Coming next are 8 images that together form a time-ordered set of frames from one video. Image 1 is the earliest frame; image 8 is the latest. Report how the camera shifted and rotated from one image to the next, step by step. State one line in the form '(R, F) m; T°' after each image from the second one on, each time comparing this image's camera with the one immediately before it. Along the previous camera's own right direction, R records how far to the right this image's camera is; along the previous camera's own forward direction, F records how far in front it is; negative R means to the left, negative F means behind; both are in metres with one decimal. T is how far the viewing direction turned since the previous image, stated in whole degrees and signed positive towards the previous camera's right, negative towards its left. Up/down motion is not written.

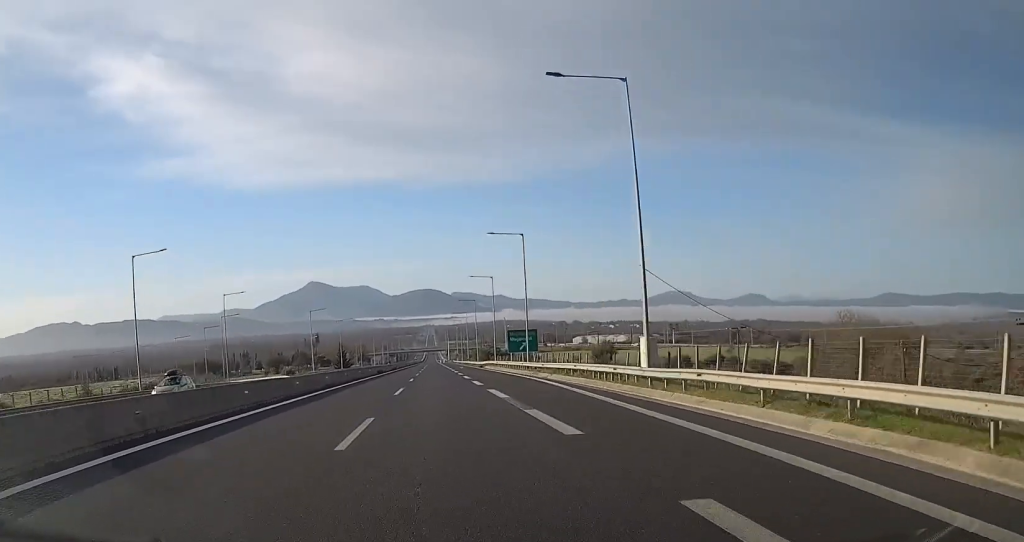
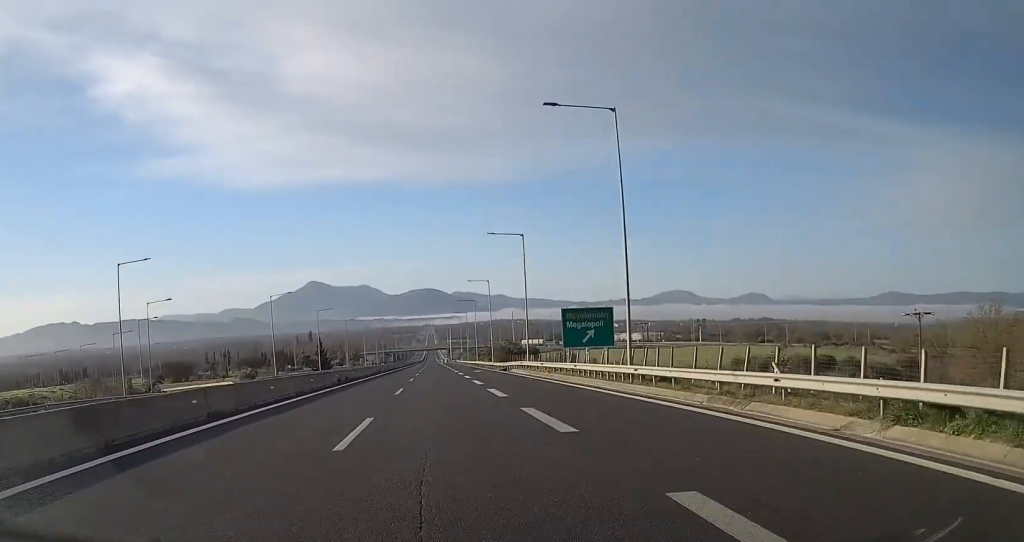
(-0.1, +35.9) m; 0°
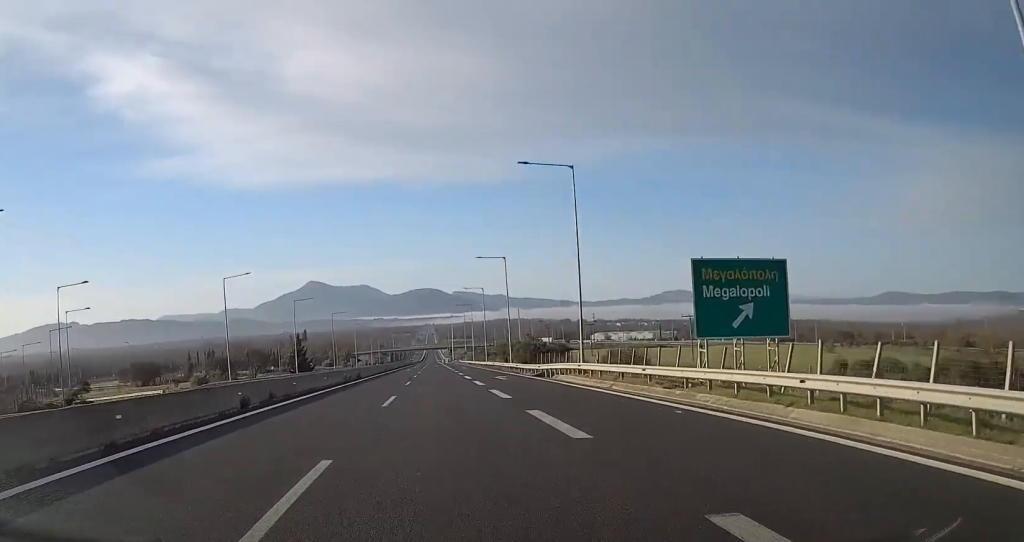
(0.0, +25.2) m; 0°
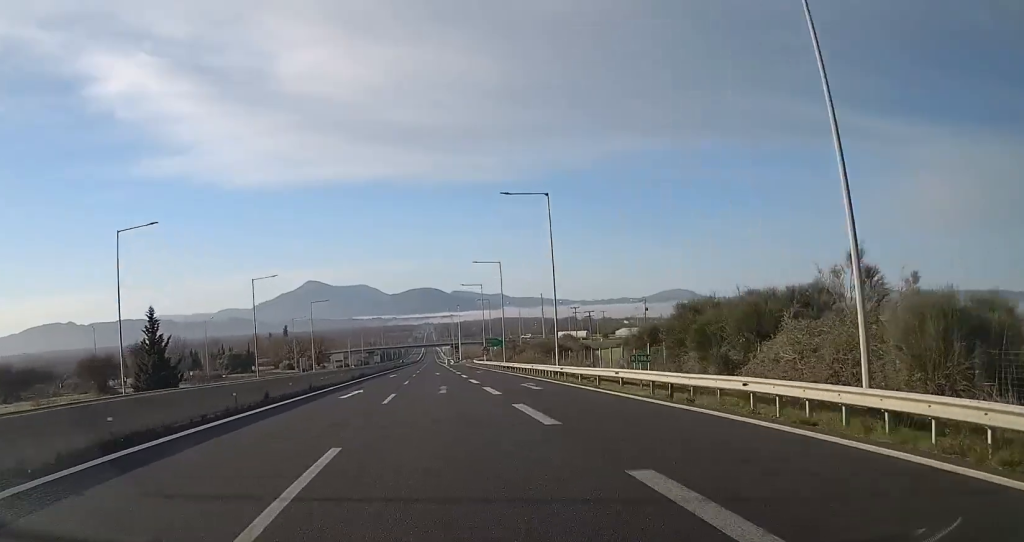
(+0.2, +70.1) m; 0°
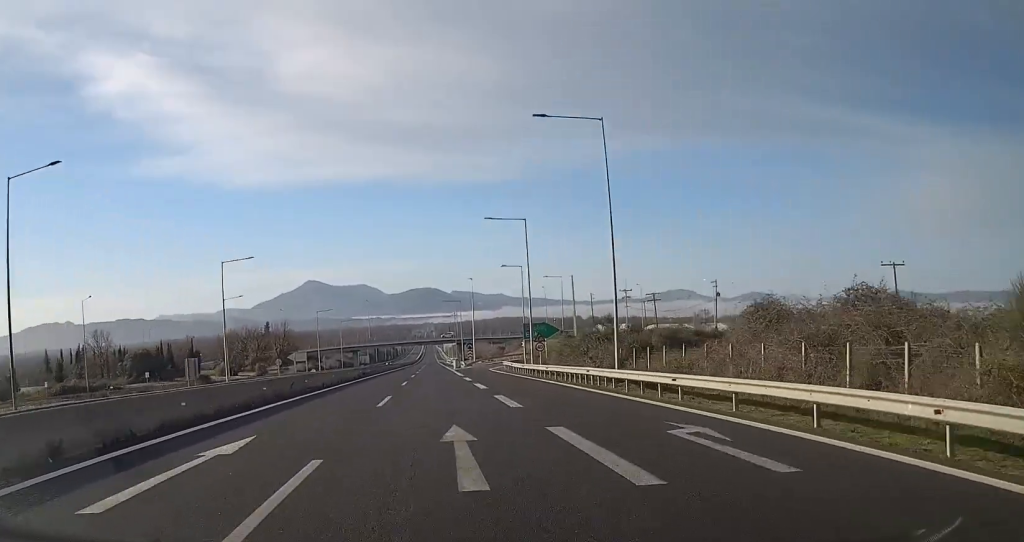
(-0.2, +54.9) m; 0°
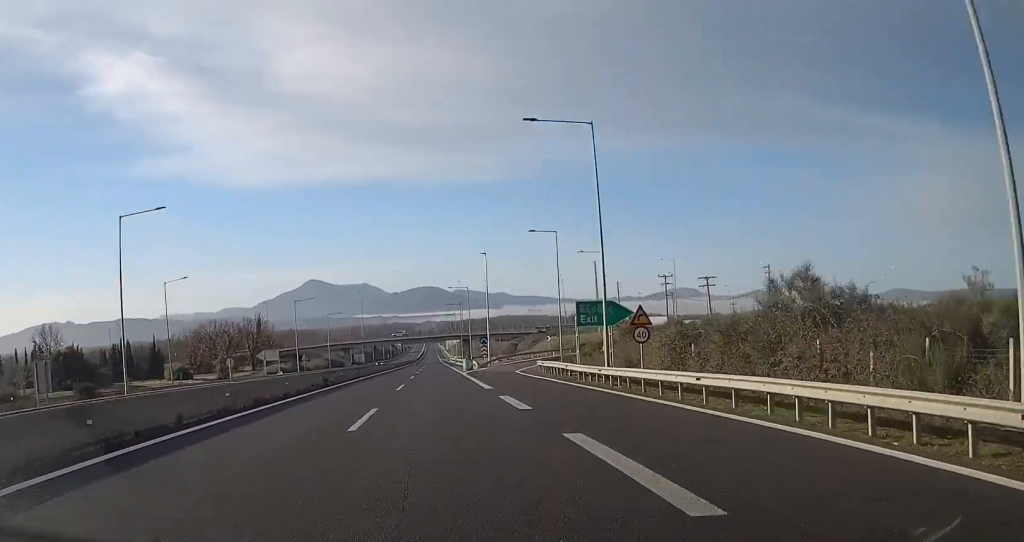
(+0.2, +25.8) m; 0°
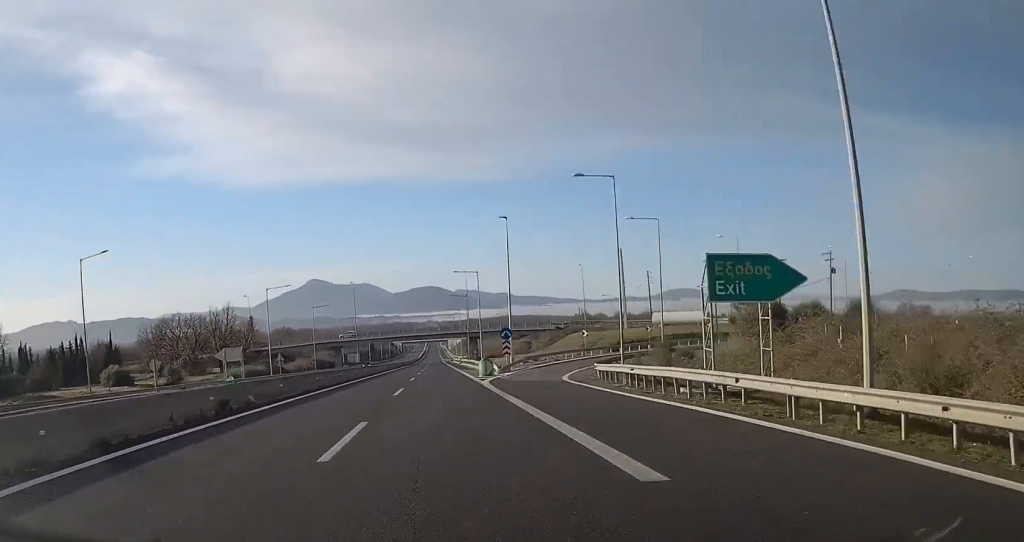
(0.0, +22.2) m; 0°
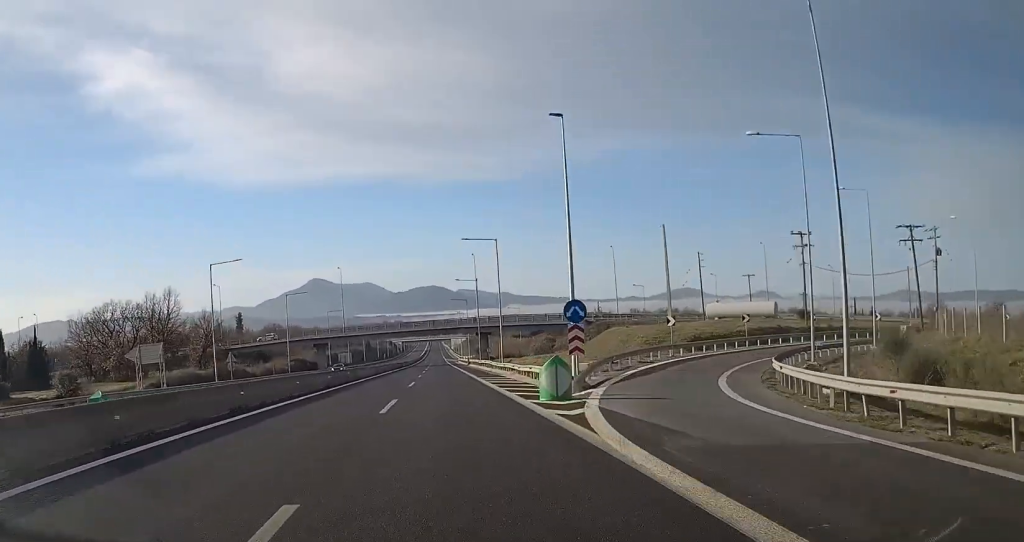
(-0.1, +27.1) m; 0°
